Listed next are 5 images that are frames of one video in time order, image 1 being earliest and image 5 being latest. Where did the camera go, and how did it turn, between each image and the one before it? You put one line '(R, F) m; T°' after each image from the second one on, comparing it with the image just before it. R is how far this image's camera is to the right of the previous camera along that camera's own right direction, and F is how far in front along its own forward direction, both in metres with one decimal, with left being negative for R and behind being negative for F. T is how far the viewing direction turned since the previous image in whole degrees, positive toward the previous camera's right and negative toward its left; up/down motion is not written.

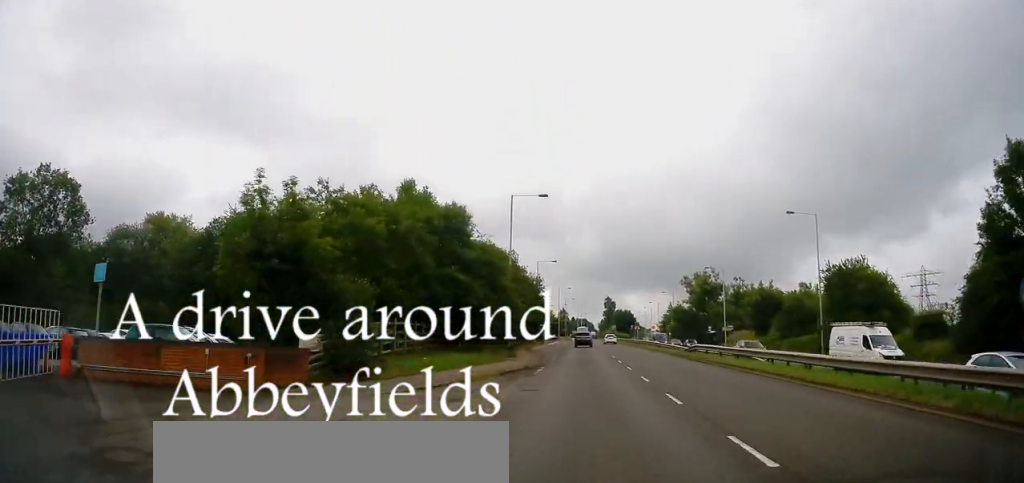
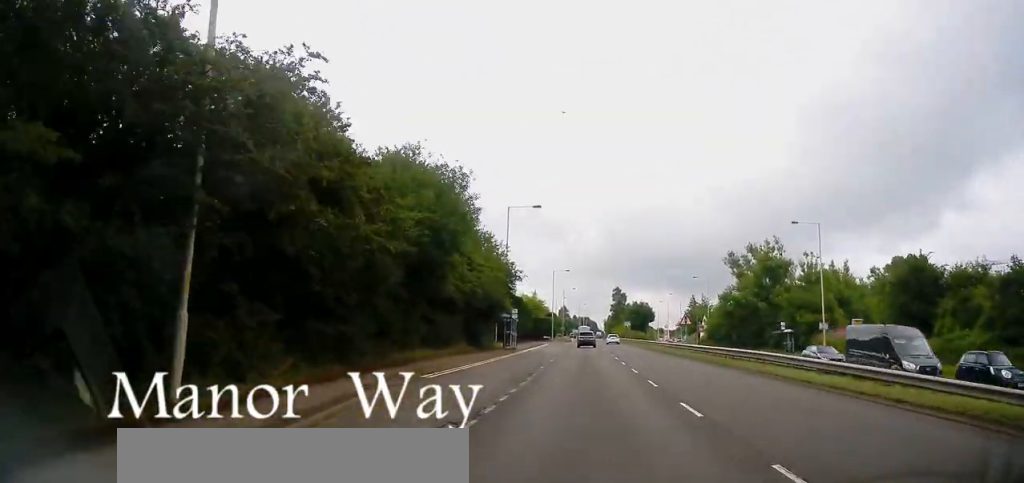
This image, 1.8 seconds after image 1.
(+0.2, +37.2) m; -1°
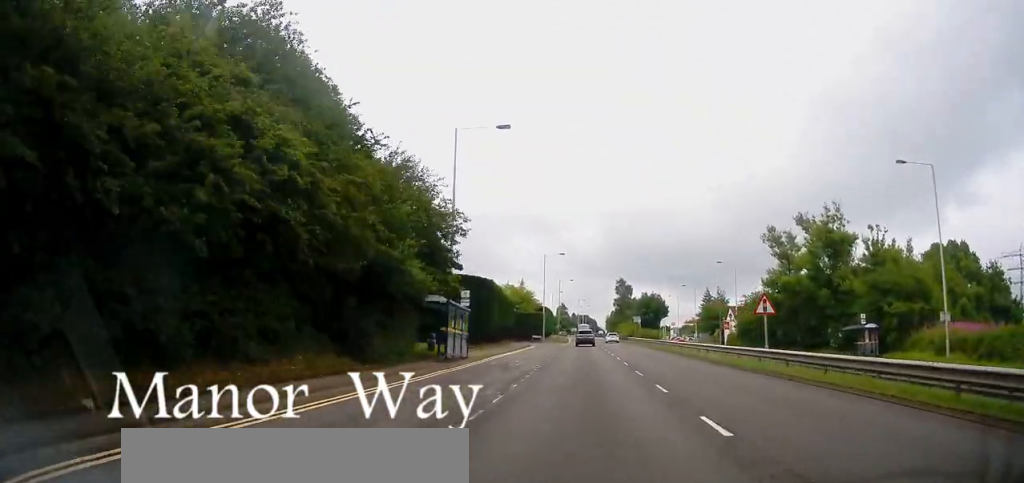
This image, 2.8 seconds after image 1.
(-0.1, +20.3) m; -1°
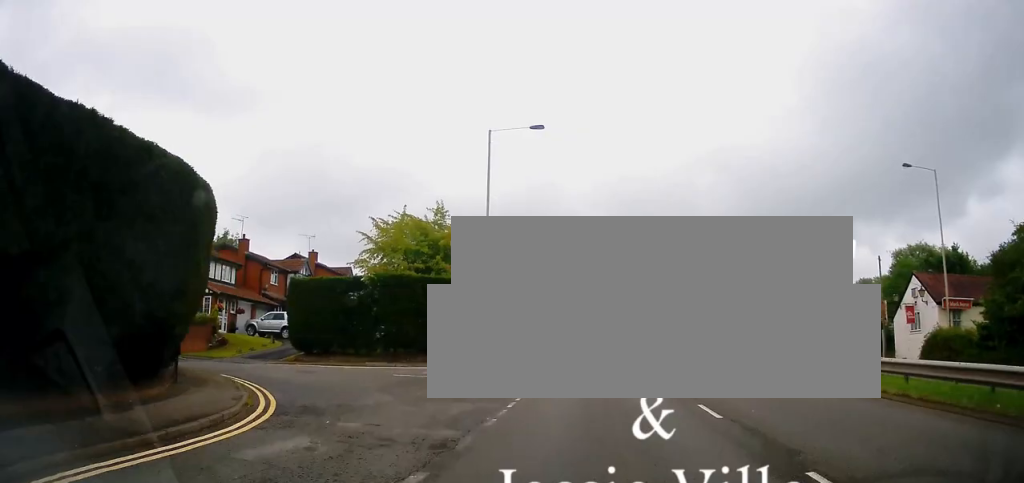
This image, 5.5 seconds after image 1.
(+0.4, +52.7) m; +1°
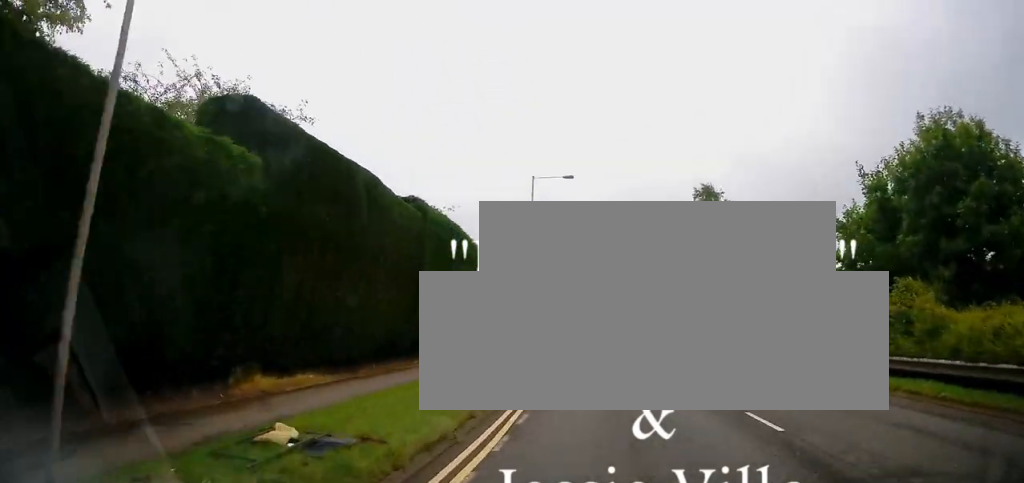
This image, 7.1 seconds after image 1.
(+0.2, +31.2) m; 0°
